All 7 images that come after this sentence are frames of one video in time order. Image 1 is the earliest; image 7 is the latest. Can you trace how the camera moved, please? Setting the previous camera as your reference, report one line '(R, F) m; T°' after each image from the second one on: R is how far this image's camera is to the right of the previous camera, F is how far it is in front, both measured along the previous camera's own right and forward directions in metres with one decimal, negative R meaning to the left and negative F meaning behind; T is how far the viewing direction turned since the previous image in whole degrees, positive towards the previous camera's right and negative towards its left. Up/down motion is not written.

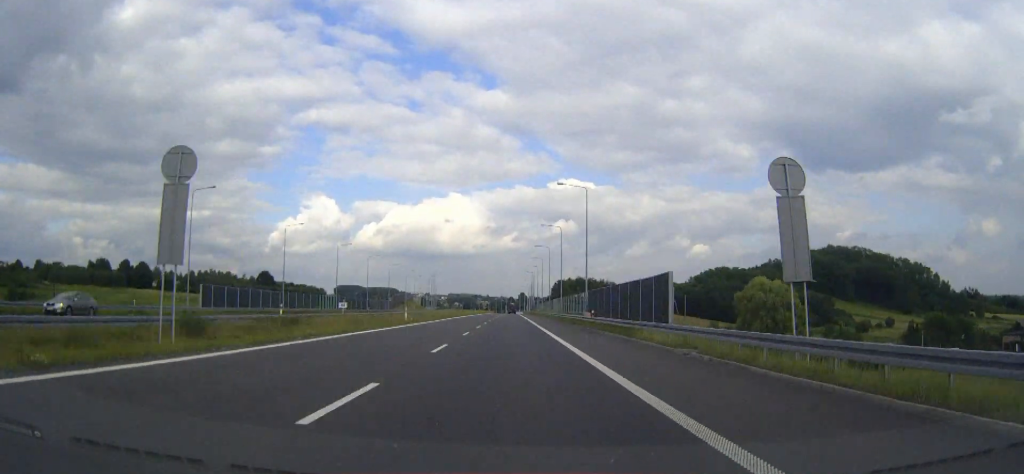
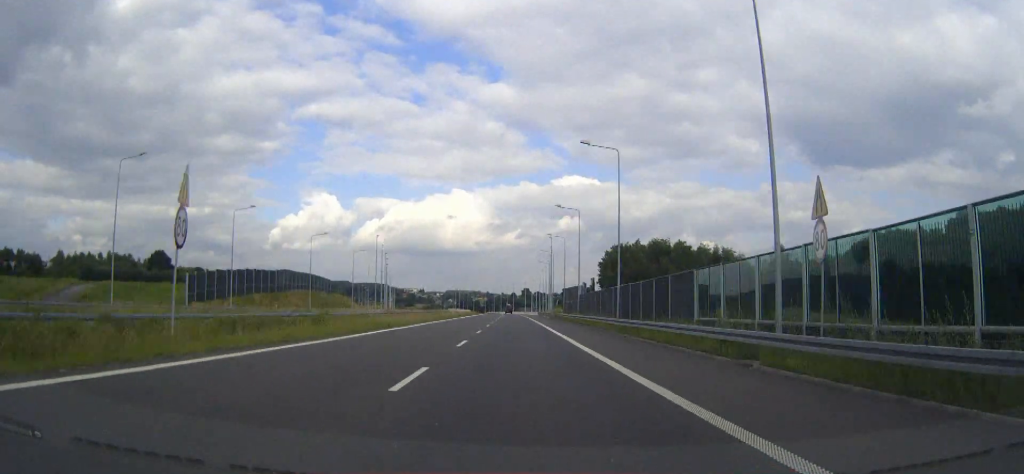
(+0.2, +162.8) m; 0°
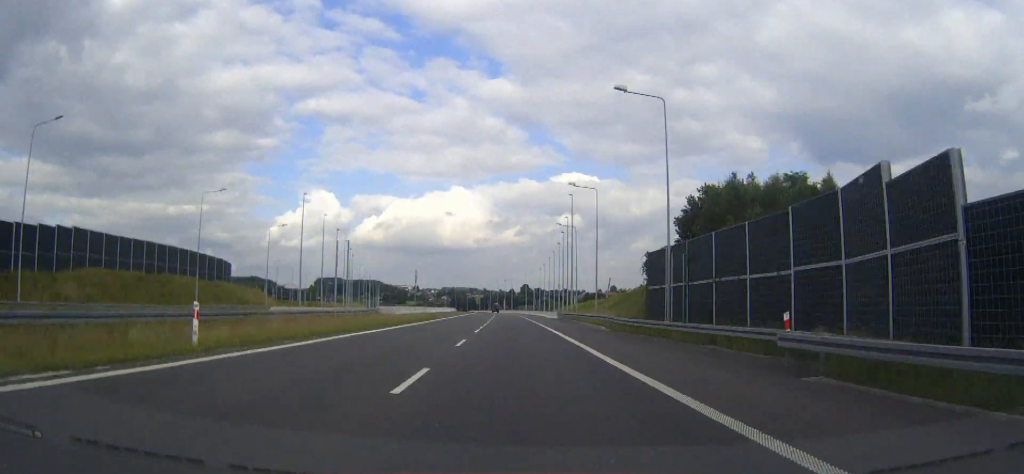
(+0.1, +71.9) m; 0°
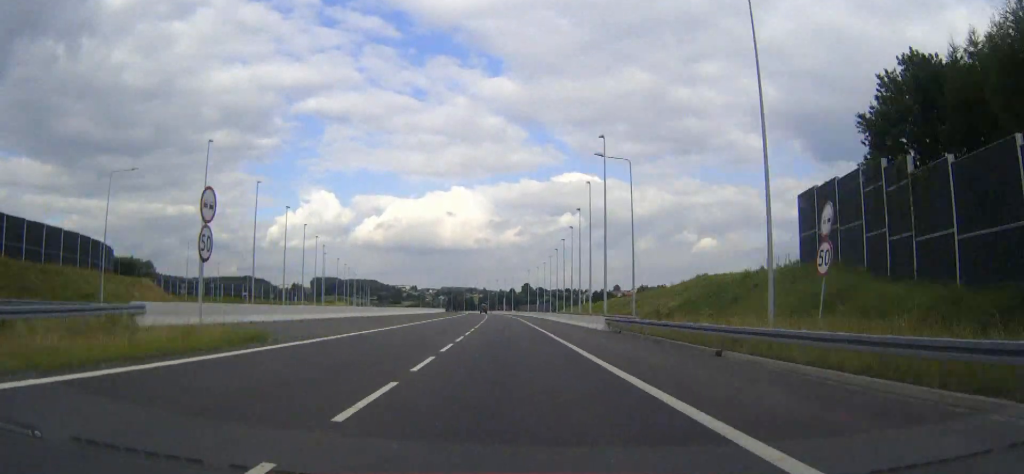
(+0.1, +45.0) m; 0°
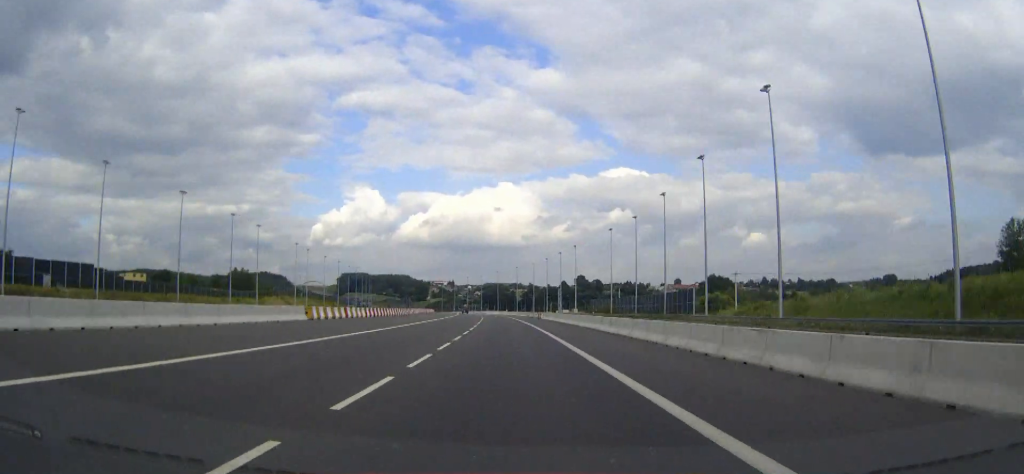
(-4.0, +174.9) m; -3°
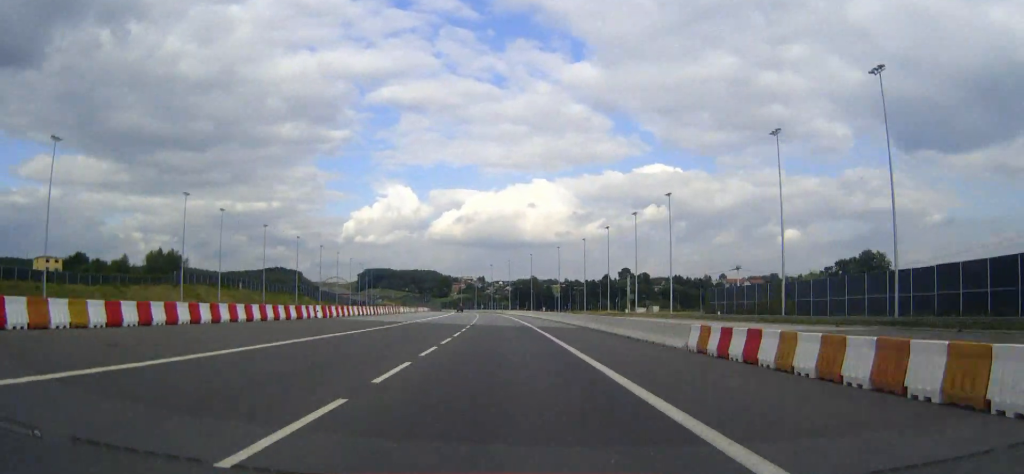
(-2.4, +99.7) m; -3°
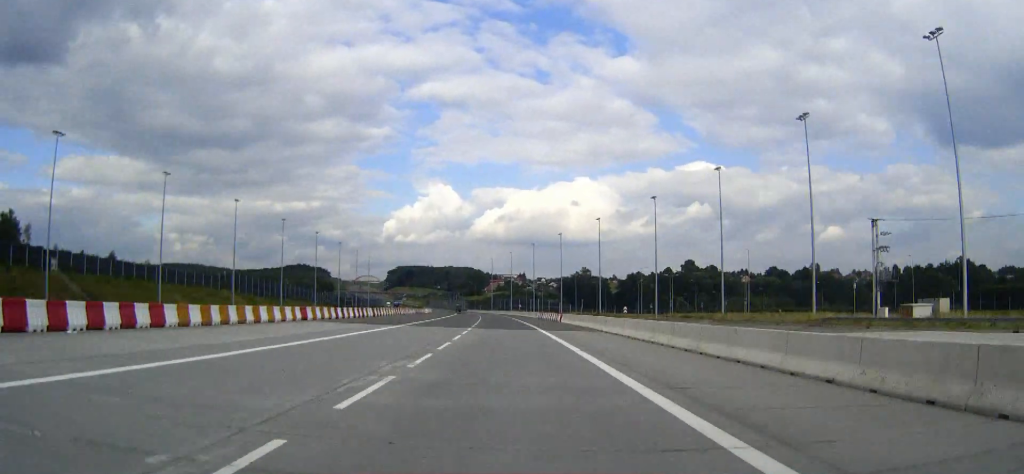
(-3.1, +105.2) m; -3°
